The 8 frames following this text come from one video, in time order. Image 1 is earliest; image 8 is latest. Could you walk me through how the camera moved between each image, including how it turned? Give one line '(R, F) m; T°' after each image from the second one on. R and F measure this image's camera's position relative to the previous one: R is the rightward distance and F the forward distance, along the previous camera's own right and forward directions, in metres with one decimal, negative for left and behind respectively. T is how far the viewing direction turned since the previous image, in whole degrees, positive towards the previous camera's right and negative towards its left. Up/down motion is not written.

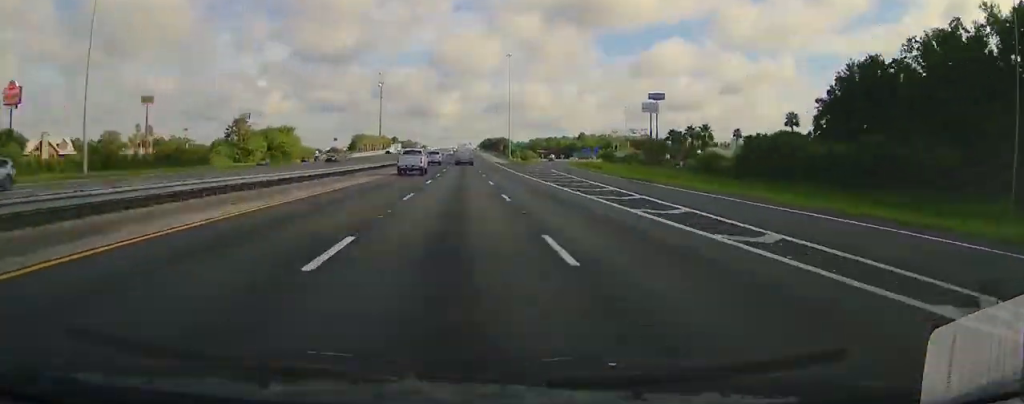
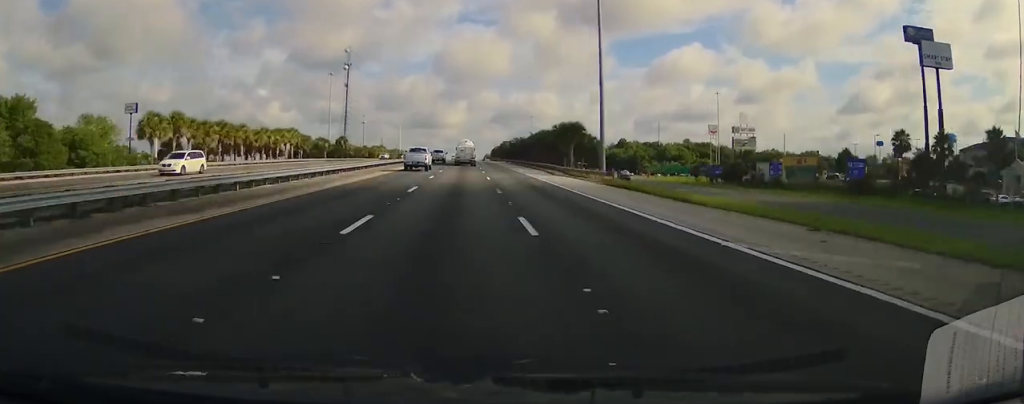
(-0.4, +130.5) m; 0°
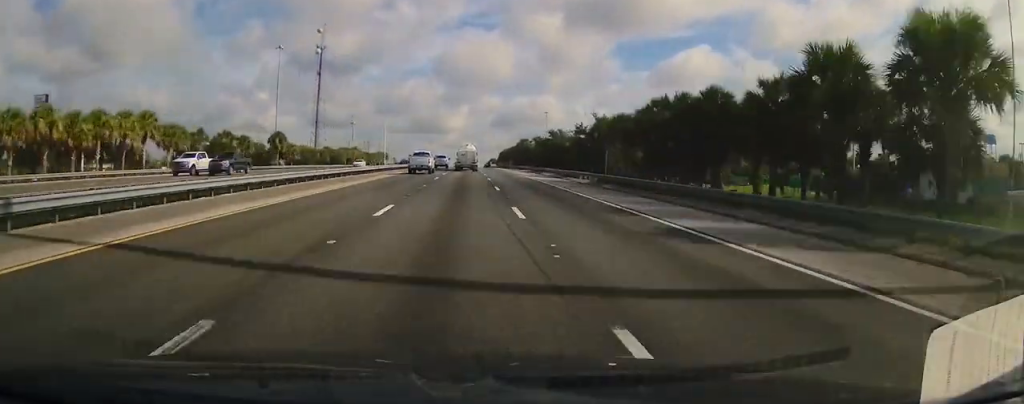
(0.0, +58.3) m; 0°
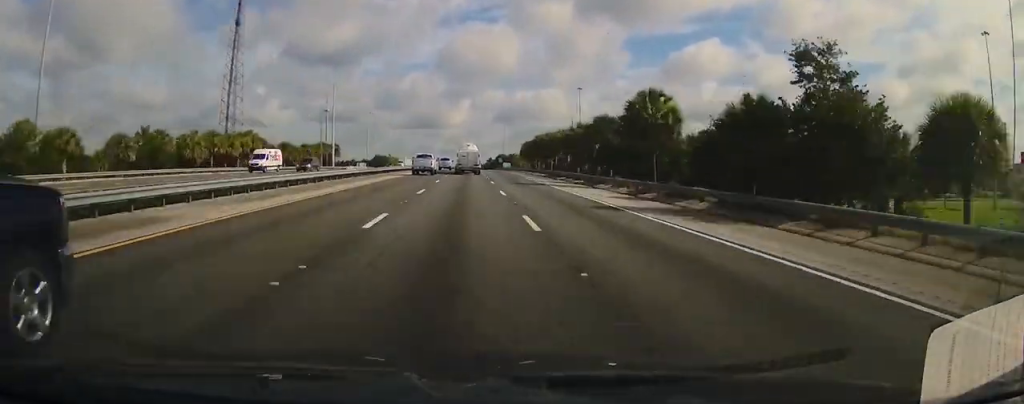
(-0.1, +89.3) m; 0°
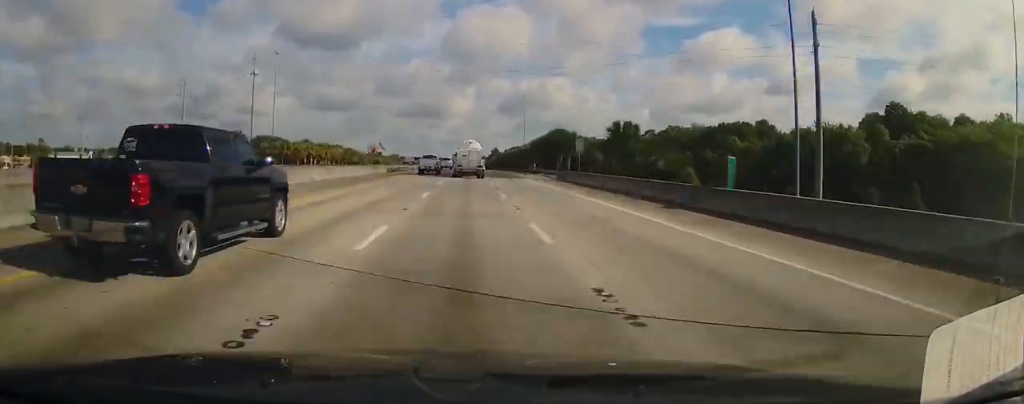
(+0.4, +138.7) m; 0°
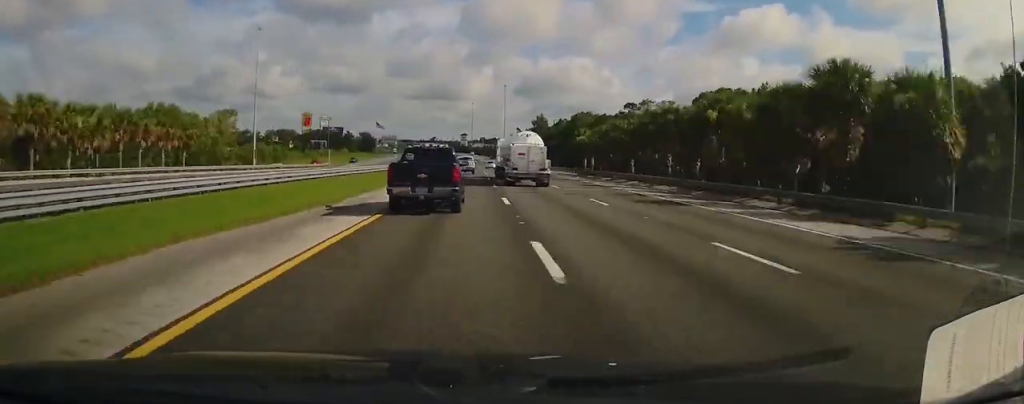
(-1.5, +213.4) m; -1°
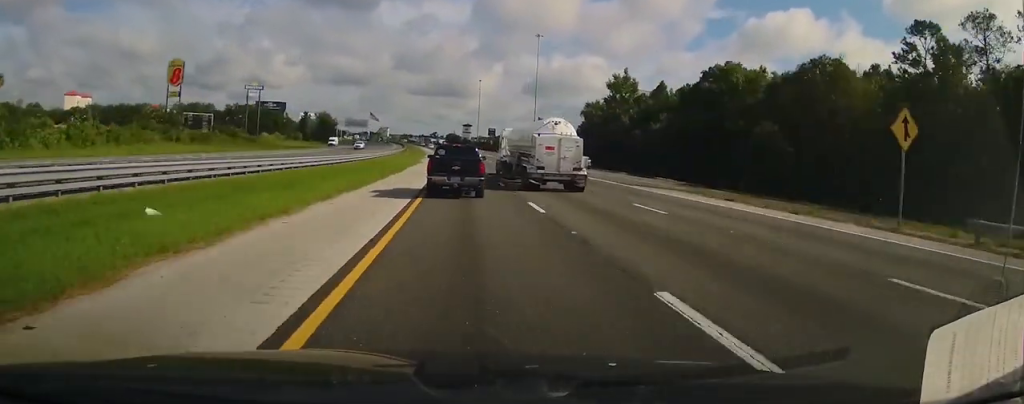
(-1.2, +114.4) m; -2°
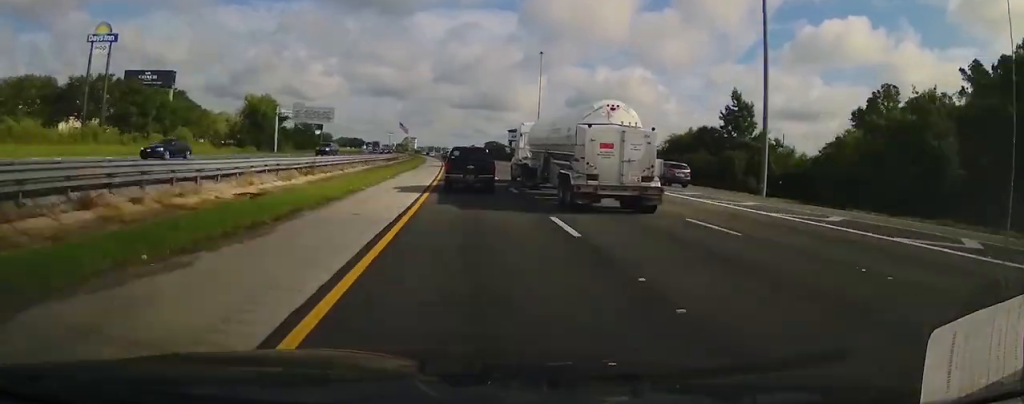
(-2.7, +114.7) m; -4°
